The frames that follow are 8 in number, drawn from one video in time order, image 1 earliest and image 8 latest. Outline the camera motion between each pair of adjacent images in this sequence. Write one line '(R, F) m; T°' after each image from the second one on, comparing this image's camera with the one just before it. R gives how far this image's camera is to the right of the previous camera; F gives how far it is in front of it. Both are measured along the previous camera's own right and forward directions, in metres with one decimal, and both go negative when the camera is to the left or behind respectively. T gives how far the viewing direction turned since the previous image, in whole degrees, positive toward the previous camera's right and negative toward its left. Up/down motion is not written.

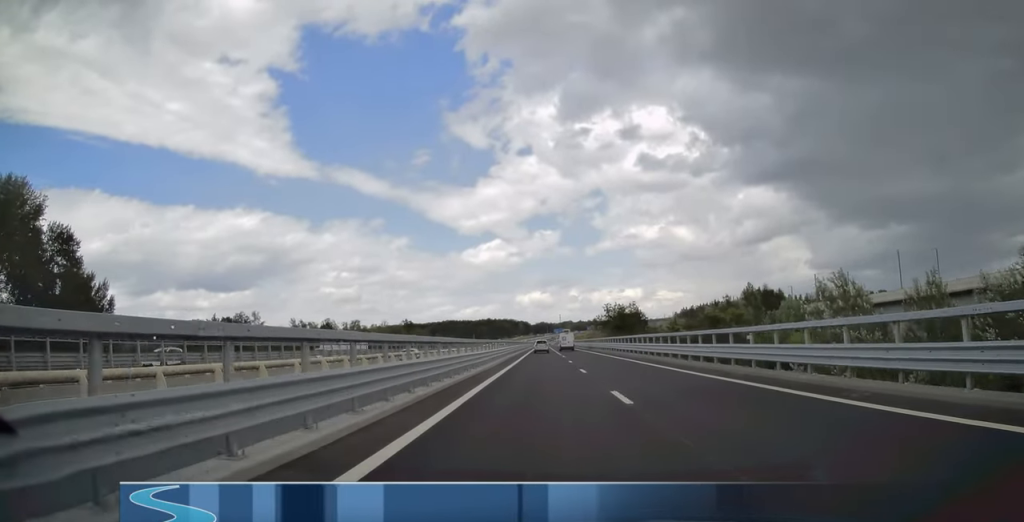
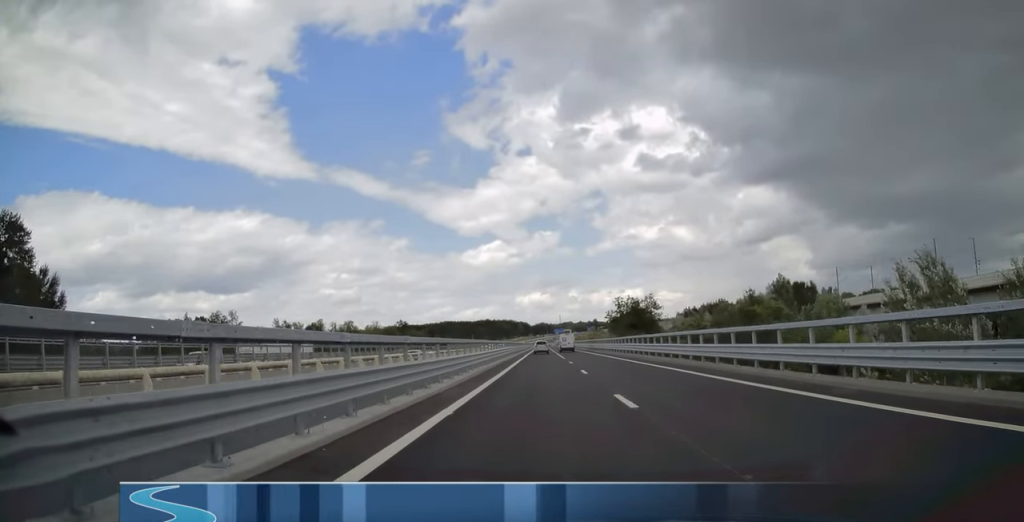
(0.0, +13.0) m; 0°
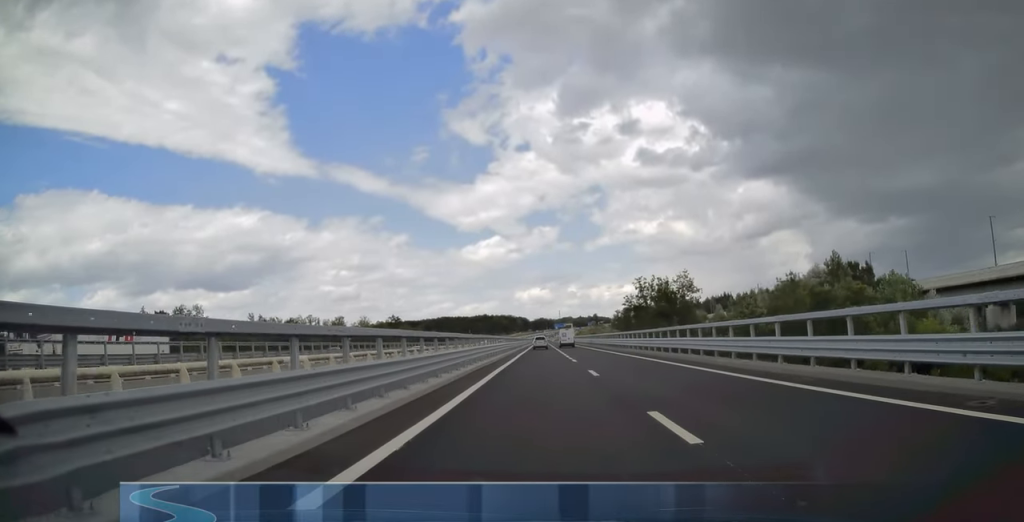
(0.0, +18.0) m; 0°
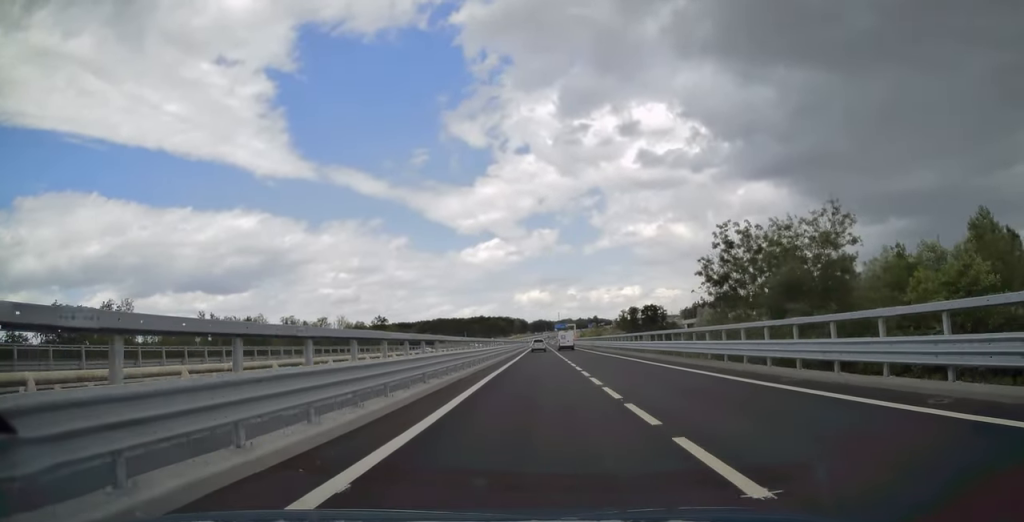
(0.0, +30.0) m; 0°
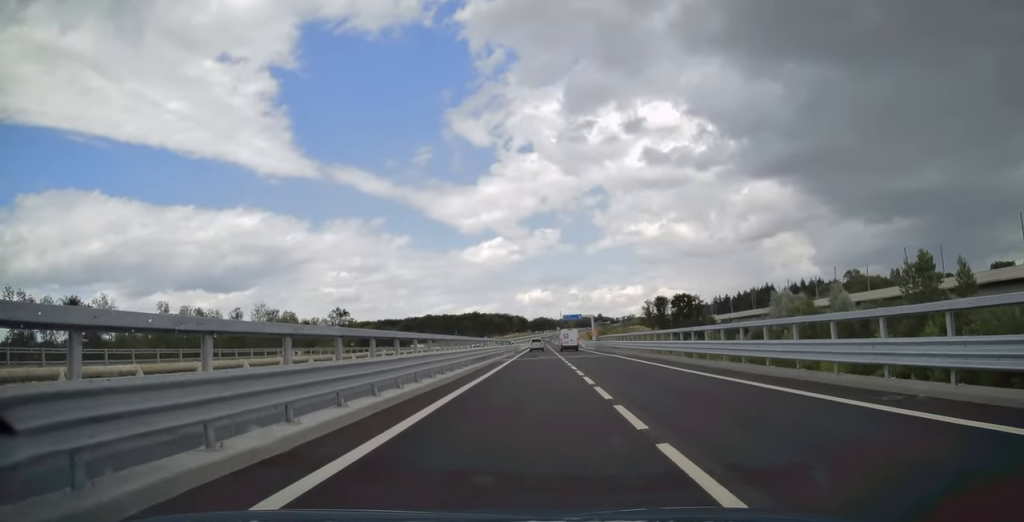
(+0.1, +78.0) m; 0°
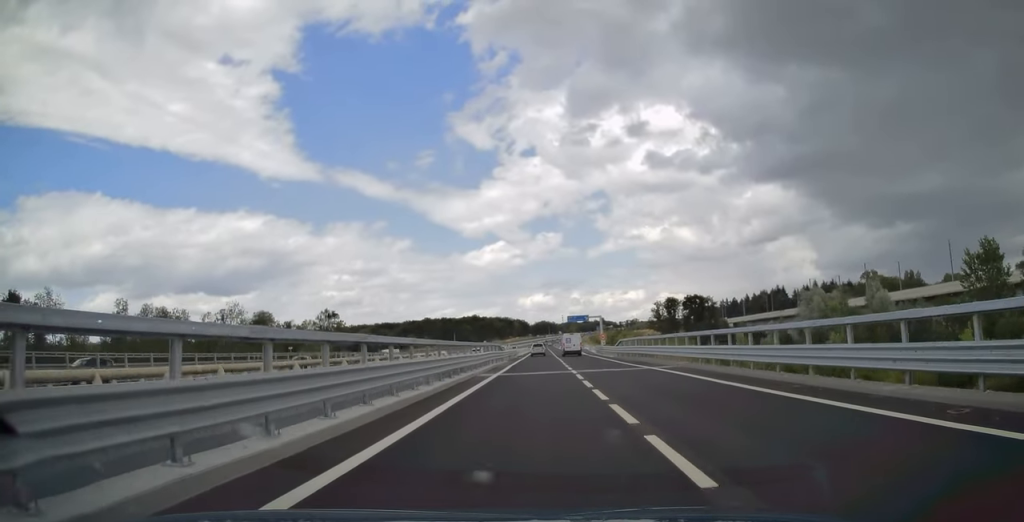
(0.0, +16.4) m; 0°
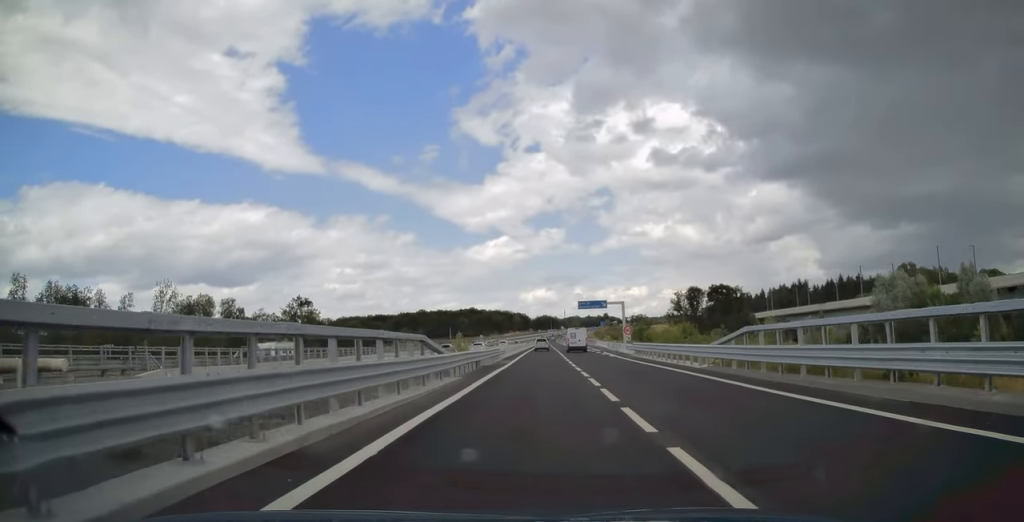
(-0.1, +29.1) m; 0°
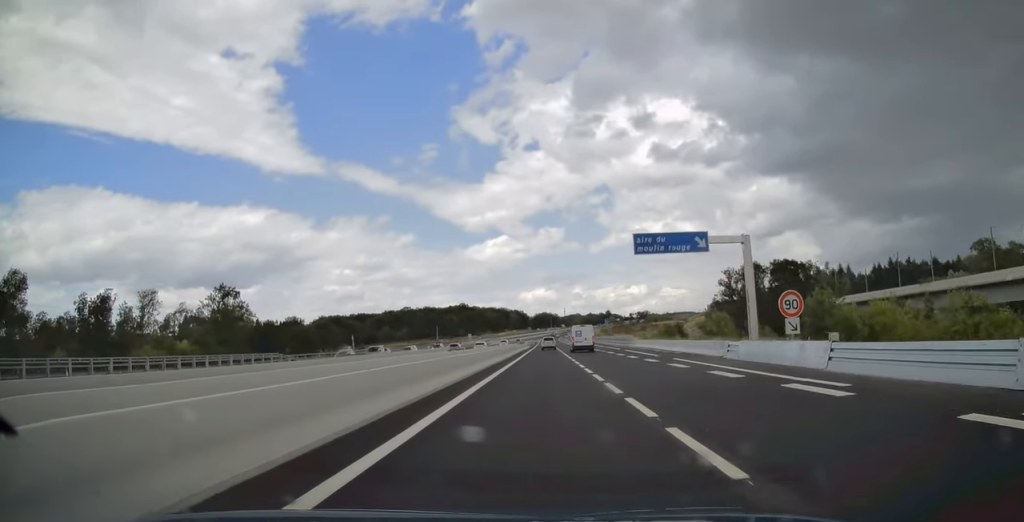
(-0.1, +47.4) m; 0°
